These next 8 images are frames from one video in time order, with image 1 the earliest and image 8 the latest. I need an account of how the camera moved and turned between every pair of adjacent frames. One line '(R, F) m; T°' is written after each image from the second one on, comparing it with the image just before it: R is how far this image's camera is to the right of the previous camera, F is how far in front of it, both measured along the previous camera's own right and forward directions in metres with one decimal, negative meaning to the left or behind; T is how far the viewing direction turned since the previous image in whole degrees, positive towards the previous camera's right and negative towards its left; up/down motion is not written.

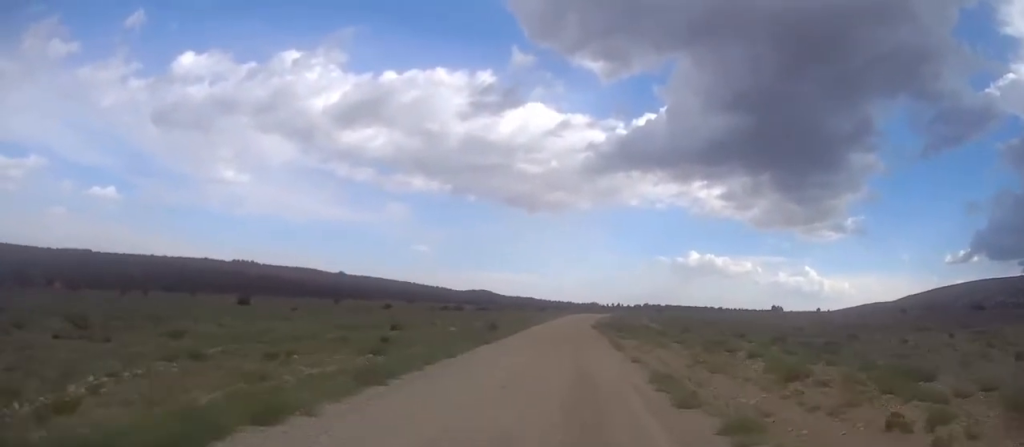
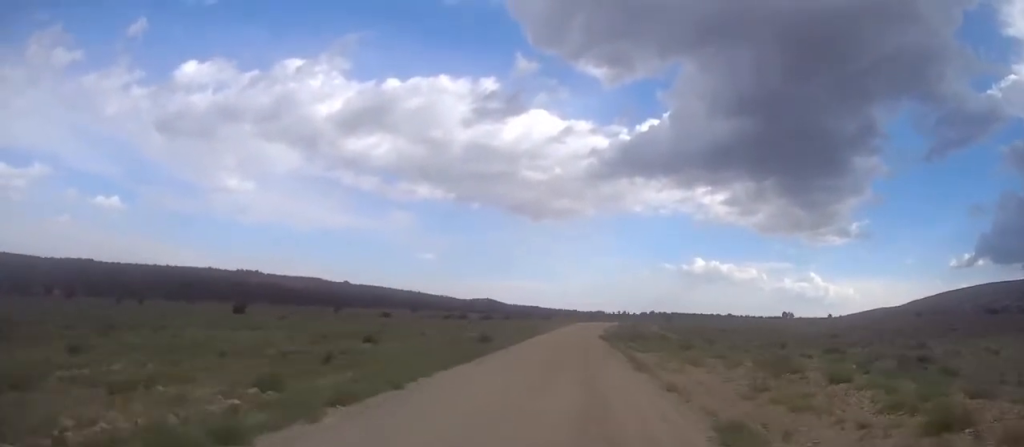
(0.0, +7.8) m; 0°
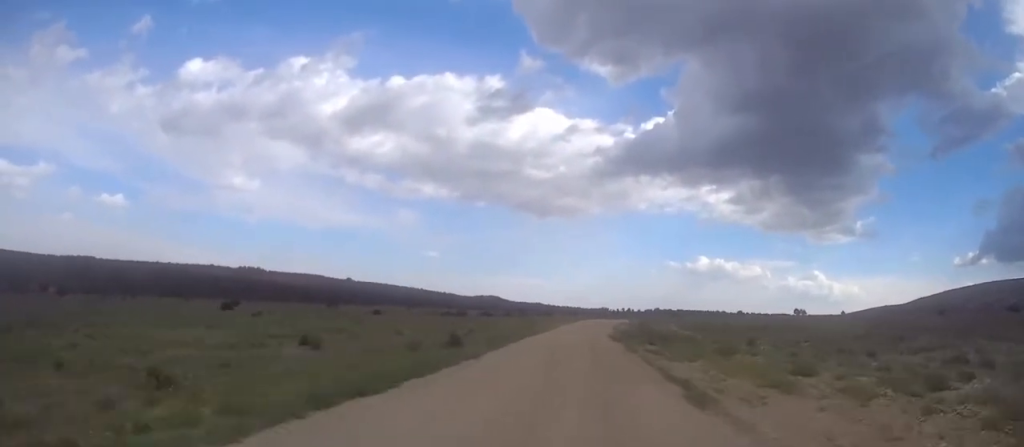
(+0.5, +11.3) m; 0°
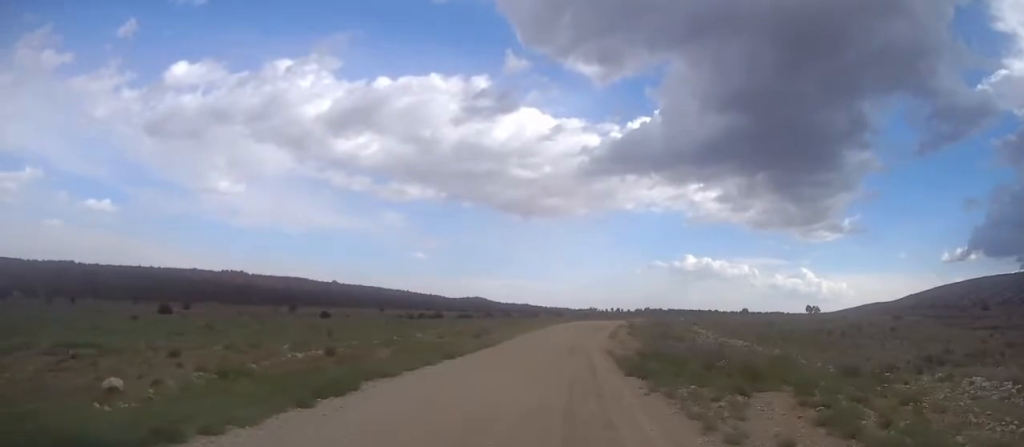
(-1.0, +30.8) m; -1°
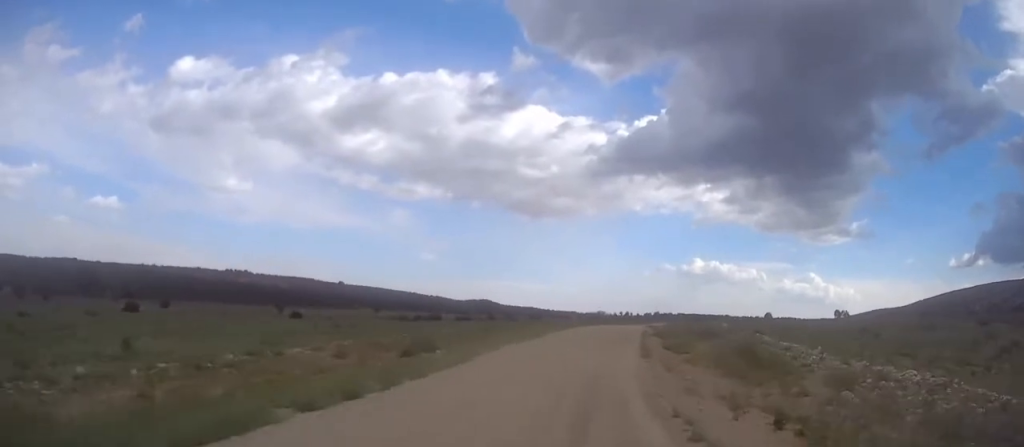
(+0.7, +21.7) m; +1°
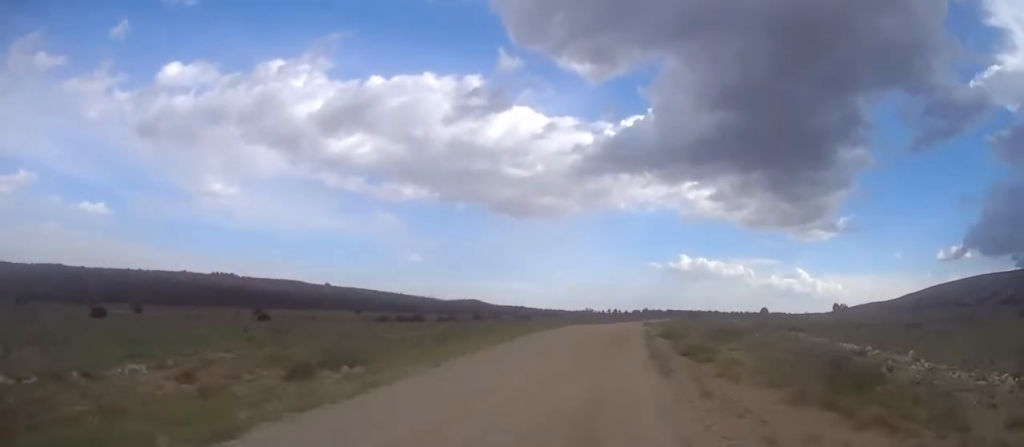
(0.0, +9.9) m; 0°
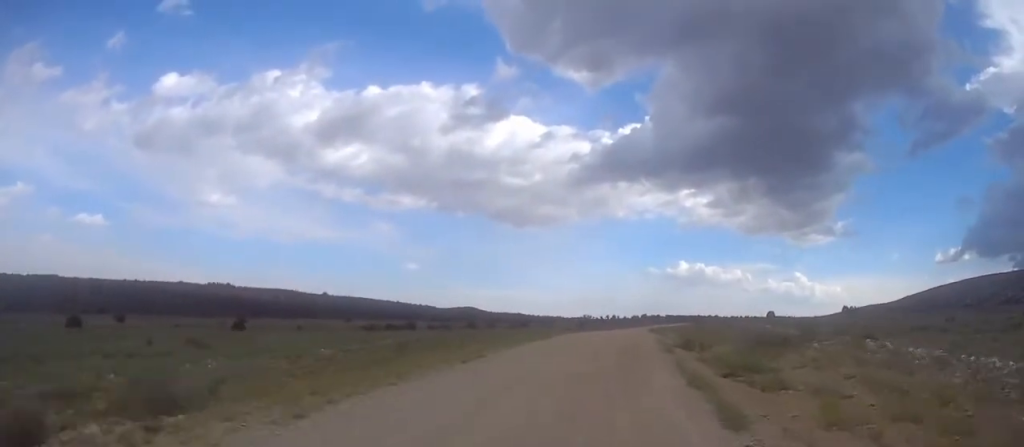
(-0.3, +10.1) m; 0°
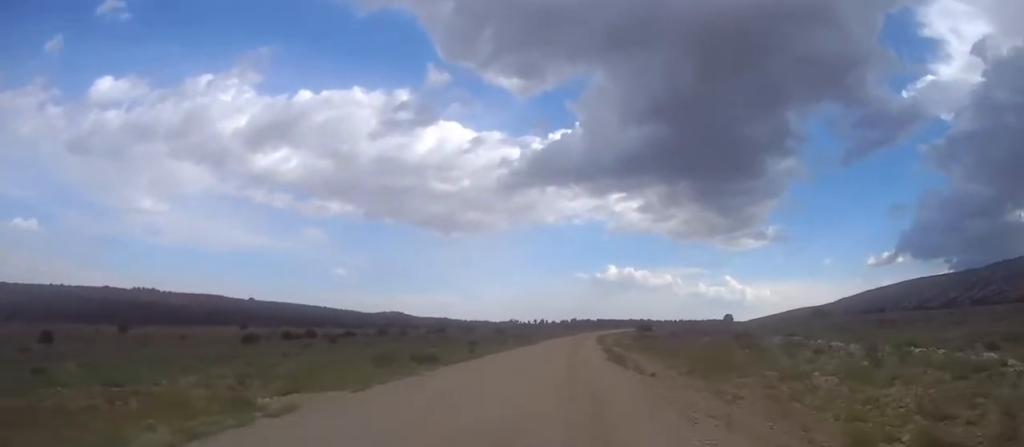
(+0.9, +35.2) m; +3°
